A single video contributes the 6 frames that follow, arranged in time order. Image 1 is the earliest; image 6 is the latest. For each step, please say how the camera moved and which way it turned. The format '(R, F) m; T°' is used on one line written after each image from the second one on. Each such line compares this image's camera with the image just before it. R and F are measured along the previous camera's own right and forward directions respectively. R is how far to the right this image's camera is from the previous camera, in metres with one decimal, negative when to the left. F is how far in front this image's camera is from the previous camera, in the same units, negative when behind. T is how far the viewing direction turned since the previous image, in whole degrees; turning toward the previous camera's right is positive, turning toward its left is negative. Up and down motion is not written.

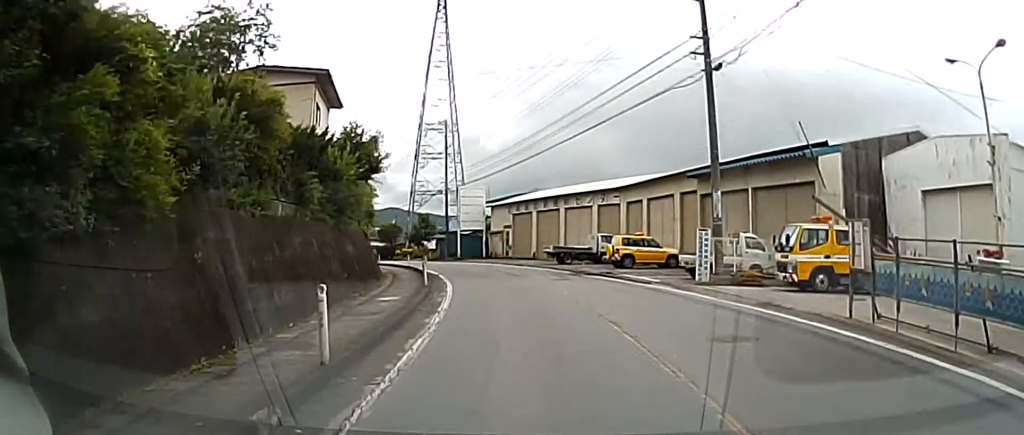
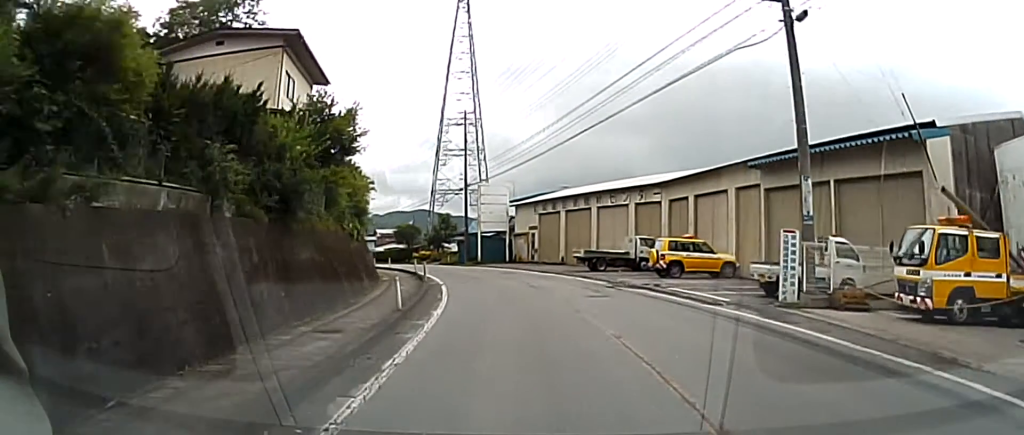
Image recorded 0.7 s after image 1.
(+0.2, +7.2) m; 0°
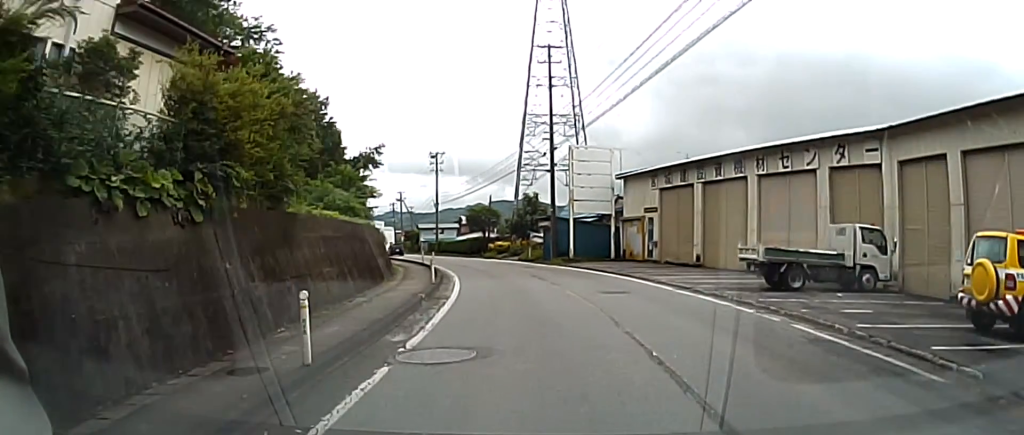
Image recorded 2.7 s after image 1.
(0.0, +22.3) m; -4°
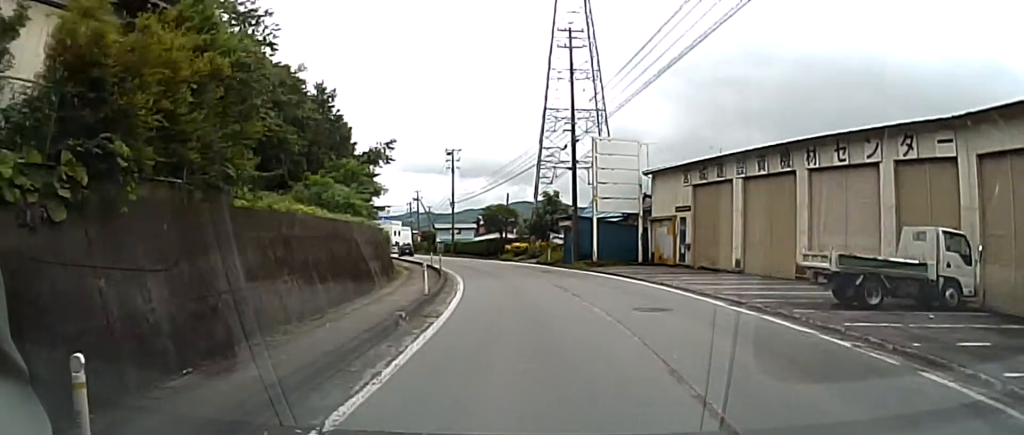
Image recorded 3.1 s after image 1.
(-0.5, +4.2) m; -4°
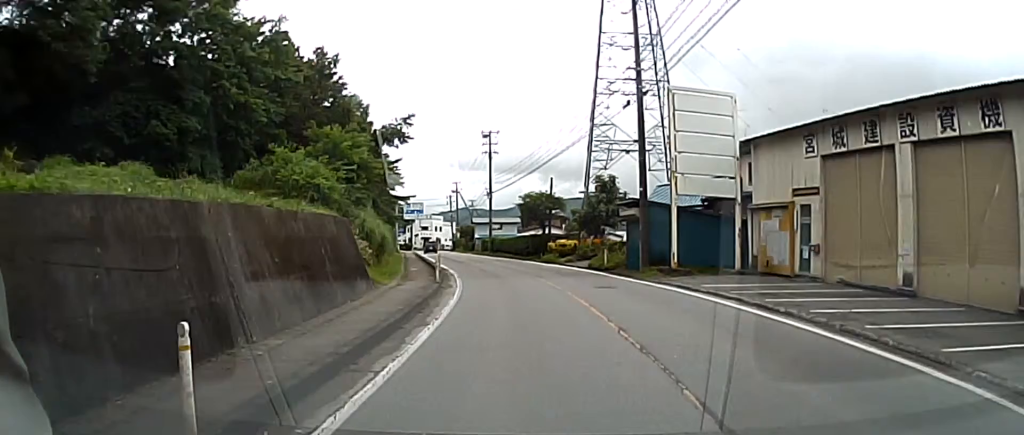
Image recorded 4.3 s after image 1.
(-1.3, +12.3) m; -10°
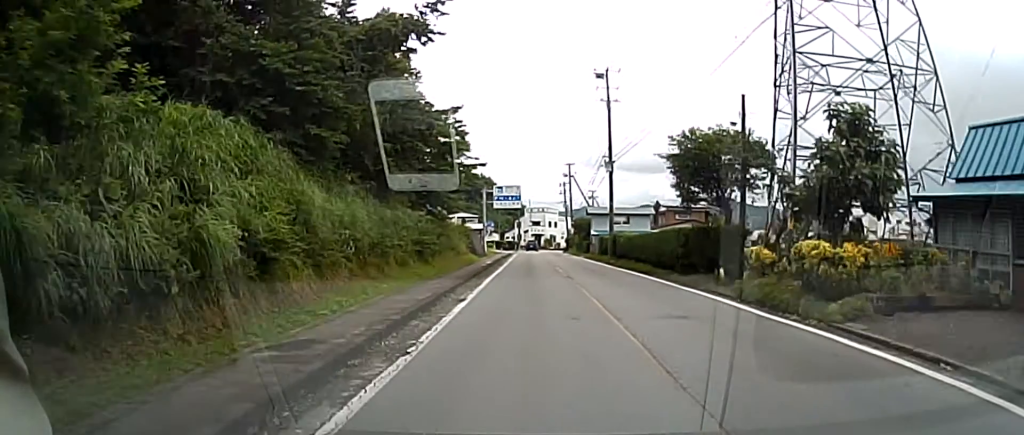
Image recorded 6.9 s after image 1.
(-2.8, +27.1) m; -10°
